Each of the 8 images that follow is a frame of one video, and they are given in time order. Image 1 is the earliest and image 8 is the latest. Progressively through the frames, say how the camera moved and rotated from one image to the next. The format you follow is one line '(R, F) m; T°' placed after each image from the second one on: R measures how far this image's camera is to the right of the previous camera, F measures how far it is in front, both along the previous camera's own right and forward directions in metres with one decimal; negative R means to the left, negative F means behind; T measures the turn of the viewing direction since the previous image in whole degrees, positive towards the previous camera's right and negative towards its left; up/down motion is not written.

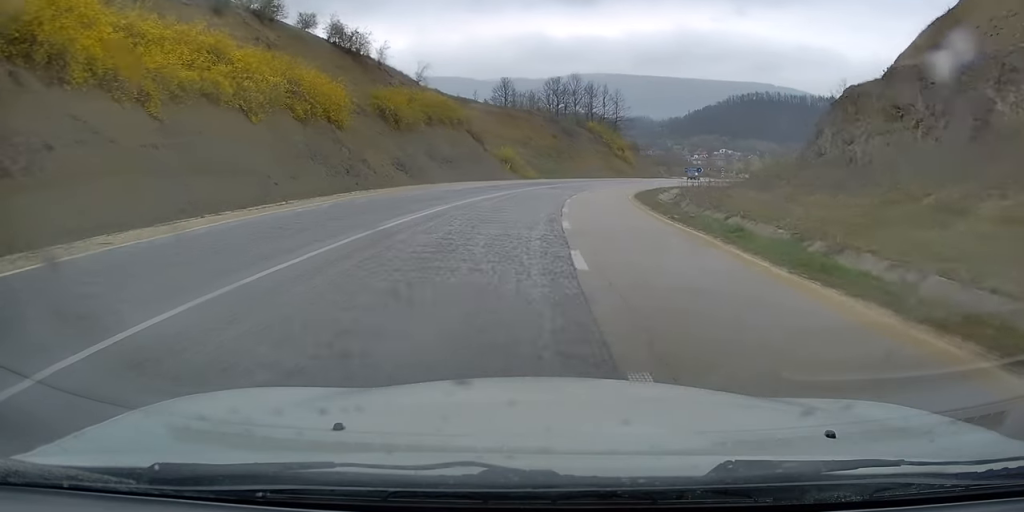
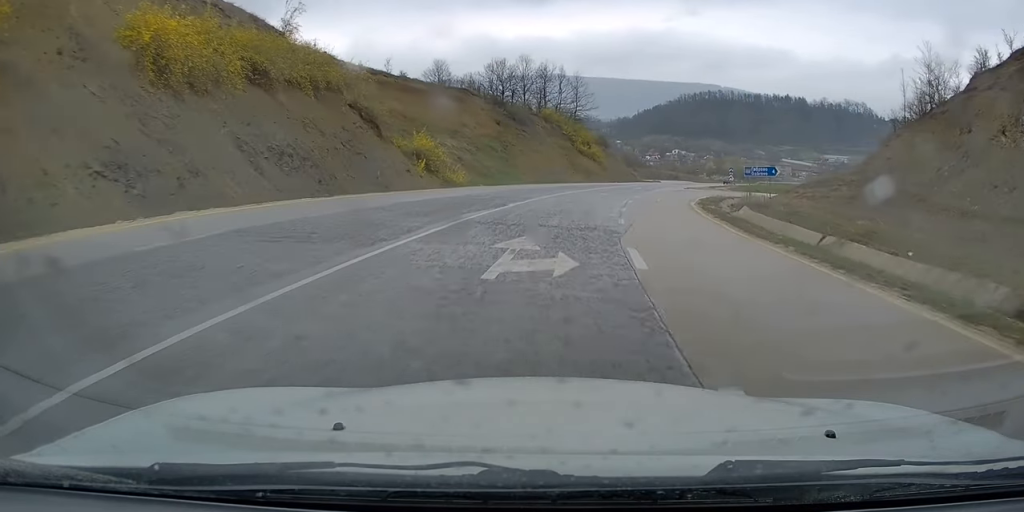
(+1.7, +31.4) m; +7°
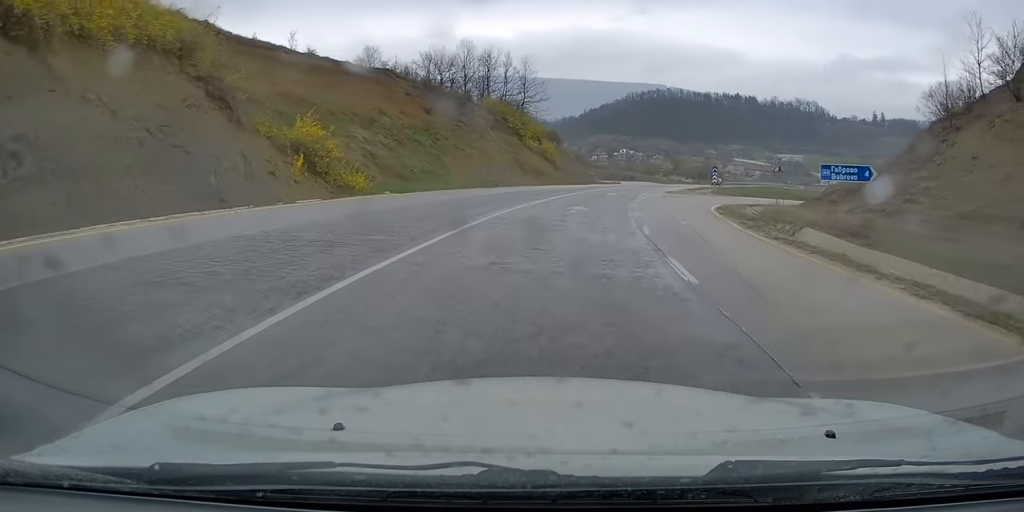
(+0.6, +15.3) m; +5°
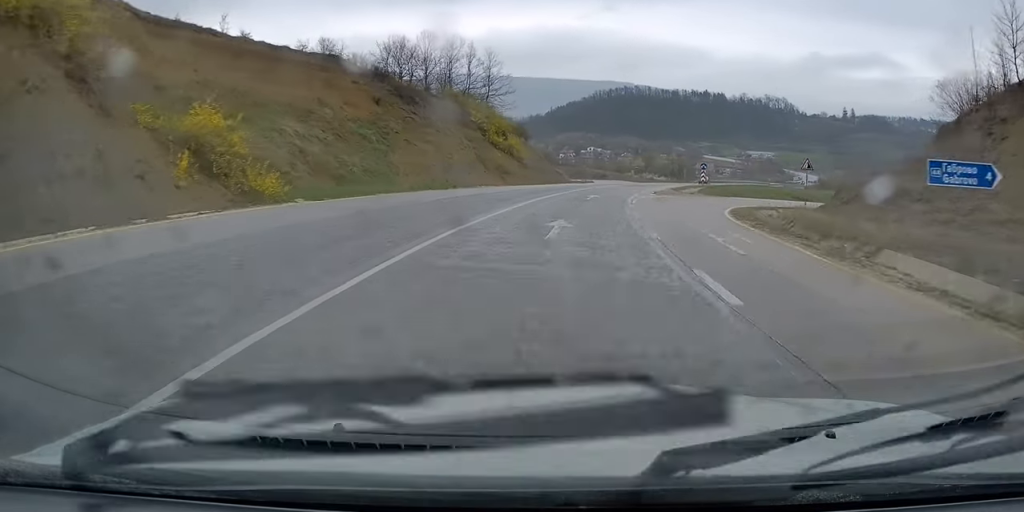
(0.0, +8.0) m; +3°
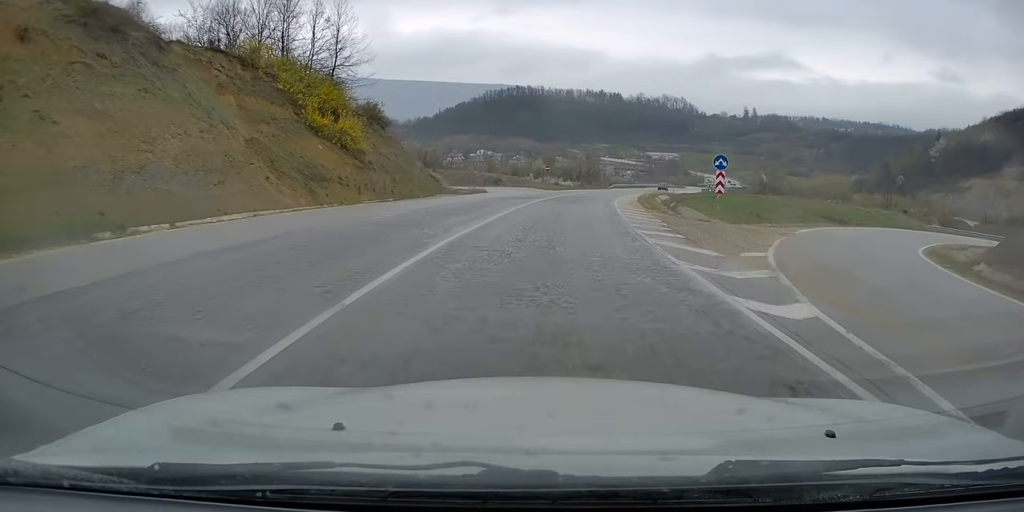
(+3.0, +31.7) m; +10°
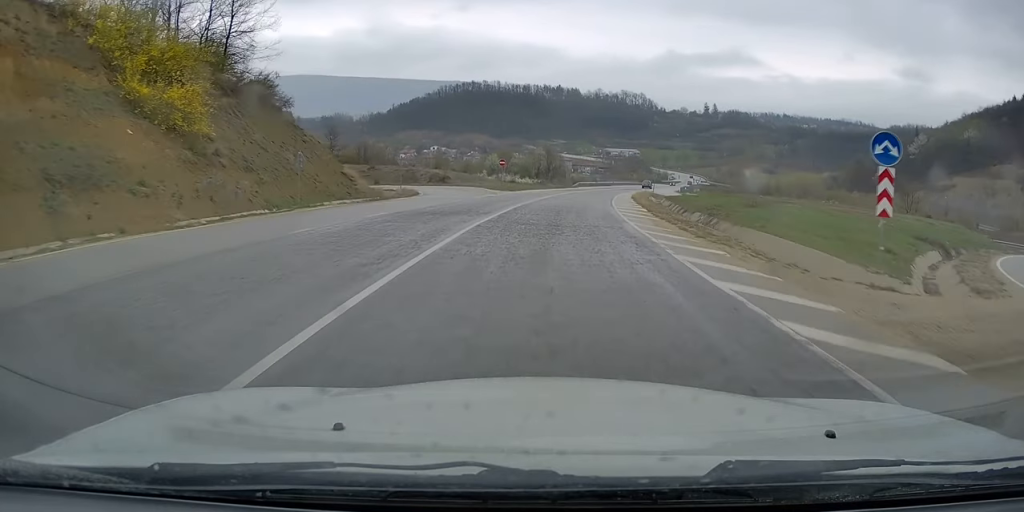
(+0.7, +16.8) m; +4°
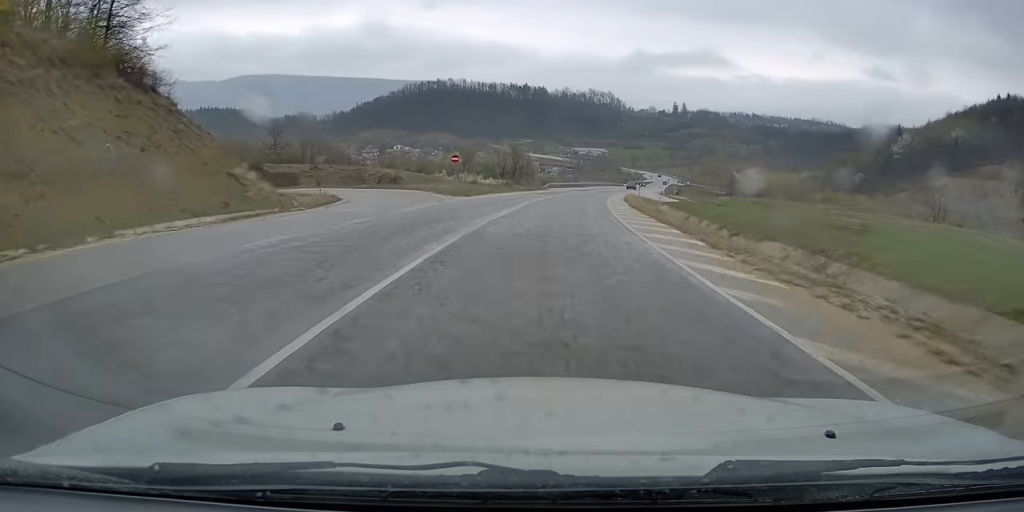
(+0.3, +13.1) m; +2°
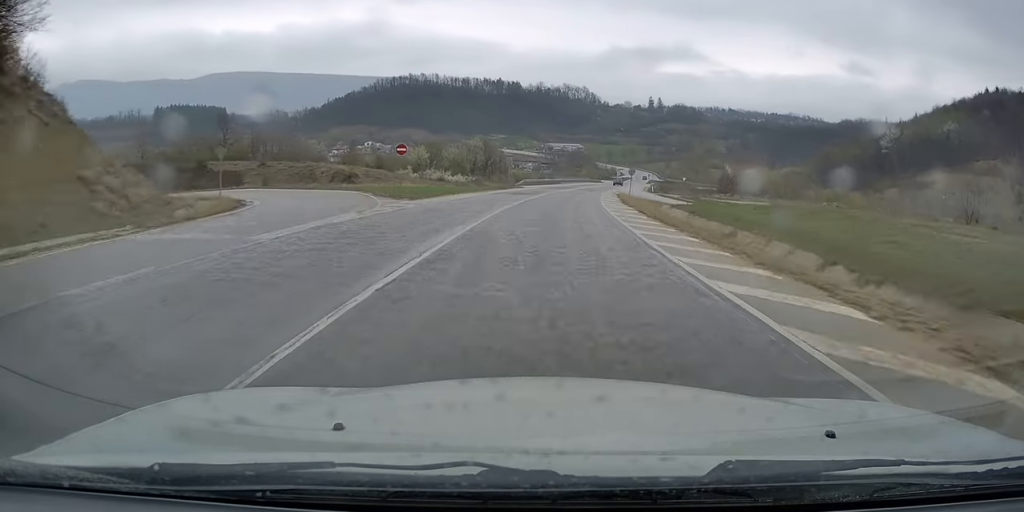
(0.0, +10.6) m; +2°
